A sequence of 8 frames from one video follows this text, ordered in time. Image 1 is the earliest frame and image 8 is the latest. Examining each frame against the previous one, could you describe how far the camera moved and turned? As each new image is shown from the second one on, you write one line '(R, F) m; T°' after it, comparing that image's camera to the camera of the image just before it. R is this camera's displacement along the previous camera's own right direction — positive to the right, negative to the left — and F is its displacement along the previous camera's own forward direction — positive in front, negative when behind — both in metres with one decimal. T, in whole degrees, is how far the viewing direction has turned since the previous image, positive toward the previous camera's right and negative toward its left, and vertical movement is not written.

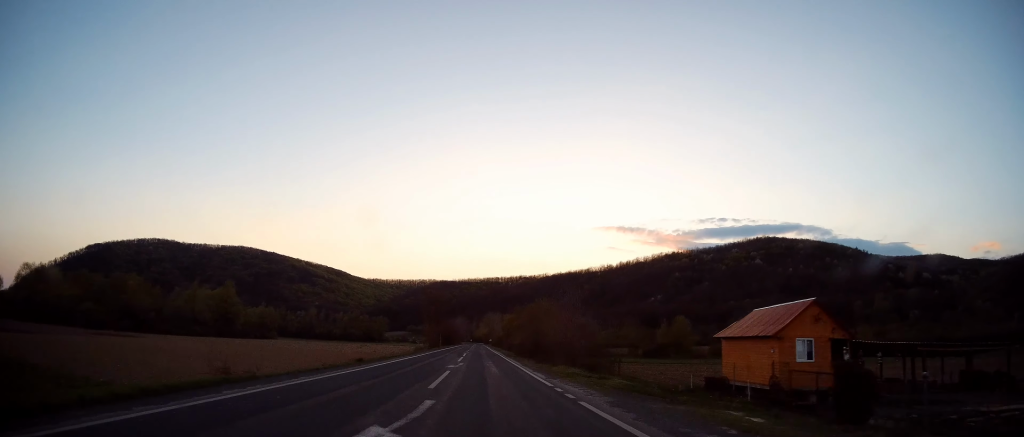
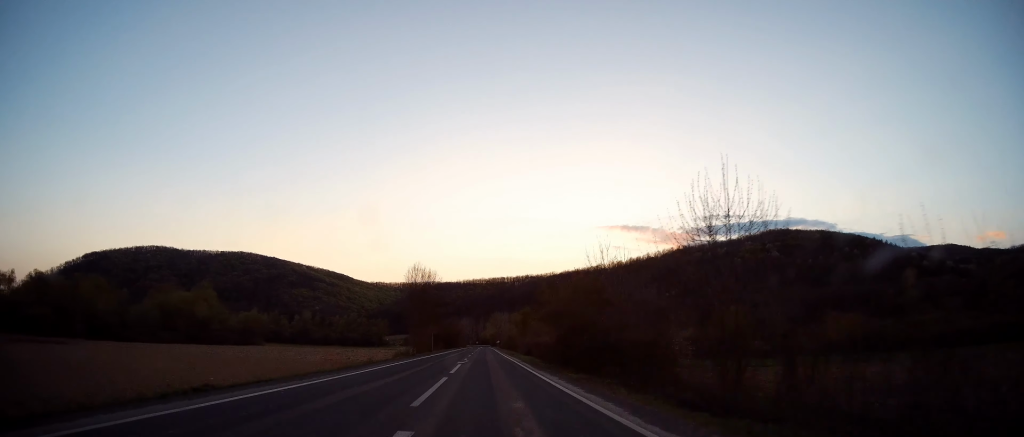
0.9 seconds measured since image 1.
(-0.7, +25.5) m; -3°
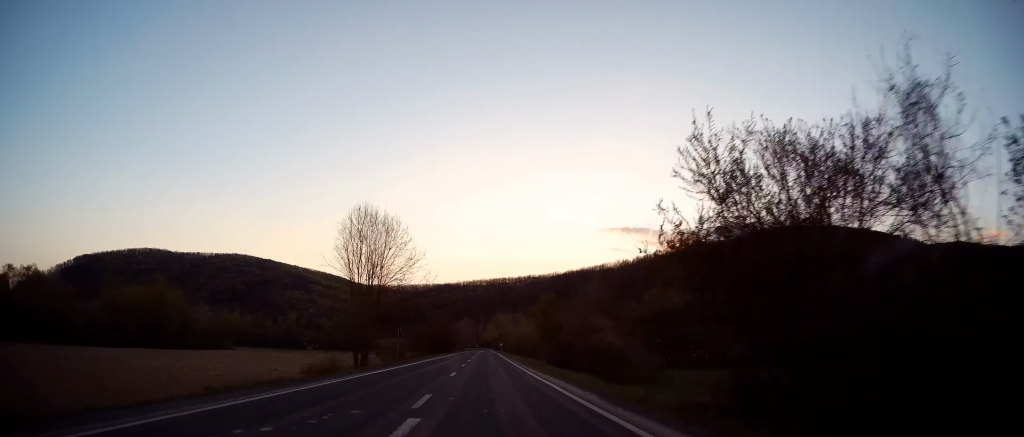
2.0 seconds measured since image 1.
(-0.6, +29.1) m; -1°
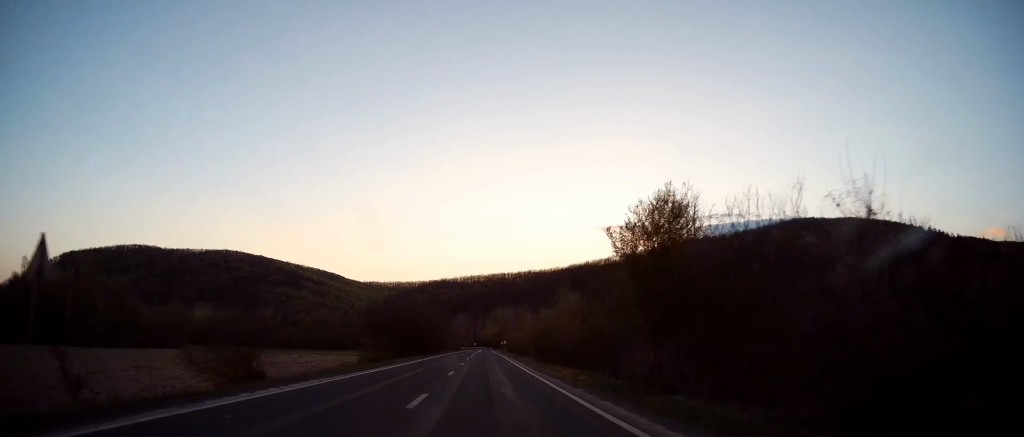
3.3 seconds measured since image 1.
(+0.3, +35.4) m; +1°
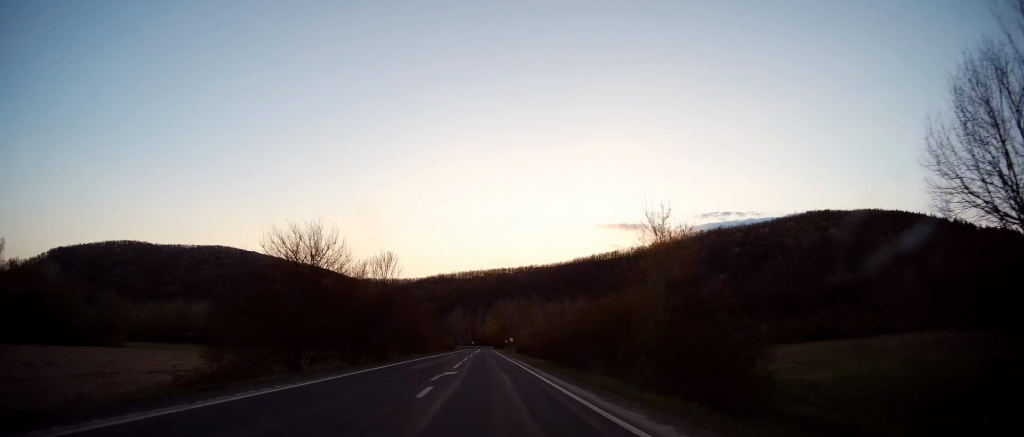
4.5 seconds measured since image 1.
(-0.1, +33.5) m; -1°
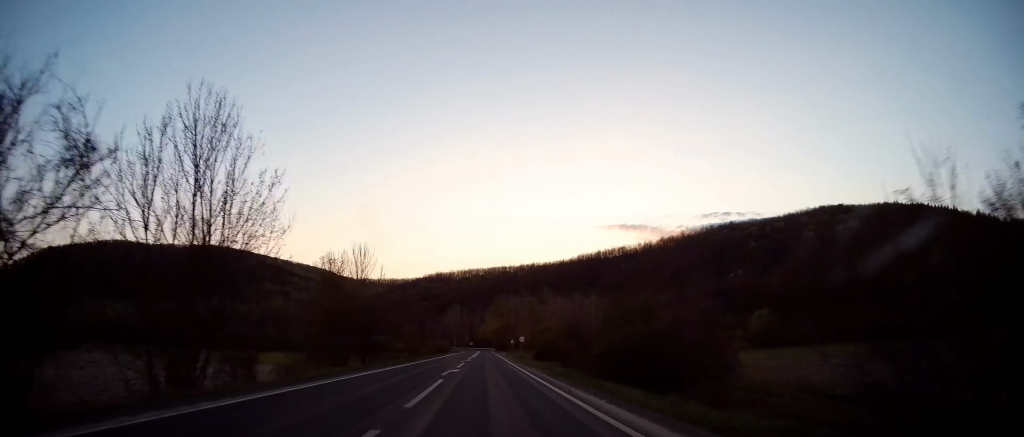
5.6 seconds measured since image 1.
(-0.4, +28.0) m; 0°
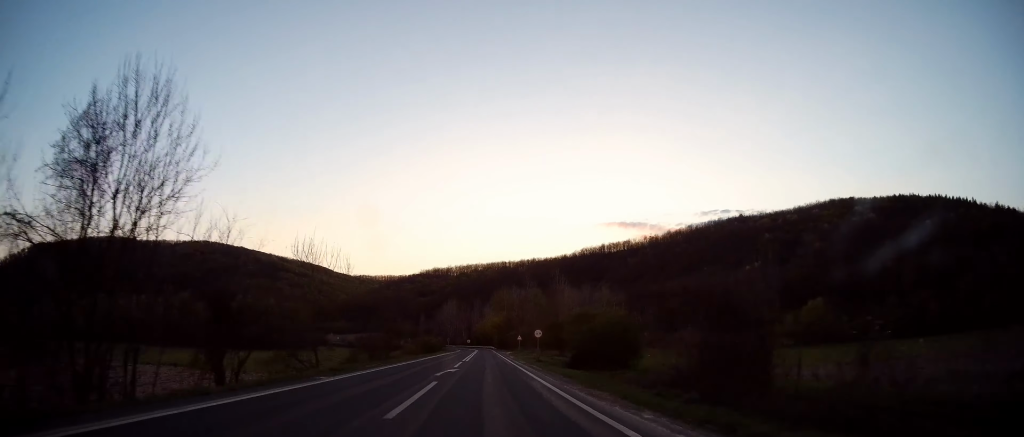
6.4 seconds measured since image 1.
(+0.4, +22.5) m; +1°
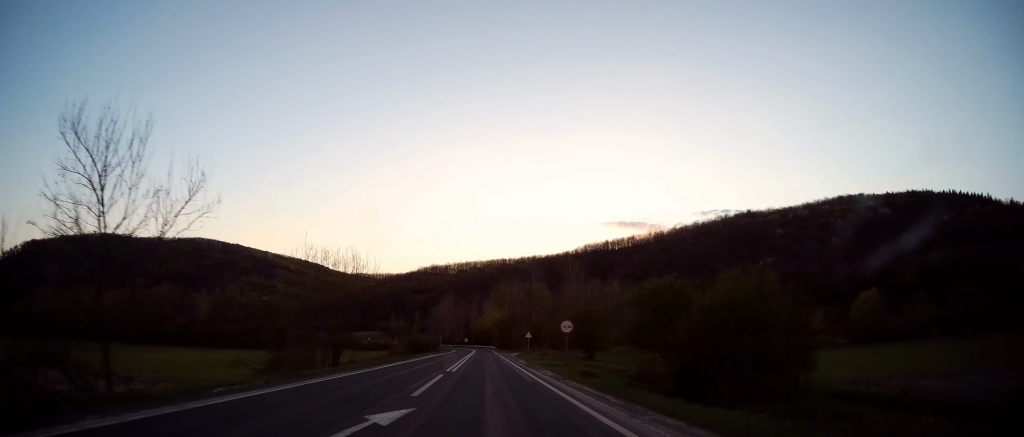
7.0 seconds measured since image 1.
(0.0, +16.8) m; -1°
